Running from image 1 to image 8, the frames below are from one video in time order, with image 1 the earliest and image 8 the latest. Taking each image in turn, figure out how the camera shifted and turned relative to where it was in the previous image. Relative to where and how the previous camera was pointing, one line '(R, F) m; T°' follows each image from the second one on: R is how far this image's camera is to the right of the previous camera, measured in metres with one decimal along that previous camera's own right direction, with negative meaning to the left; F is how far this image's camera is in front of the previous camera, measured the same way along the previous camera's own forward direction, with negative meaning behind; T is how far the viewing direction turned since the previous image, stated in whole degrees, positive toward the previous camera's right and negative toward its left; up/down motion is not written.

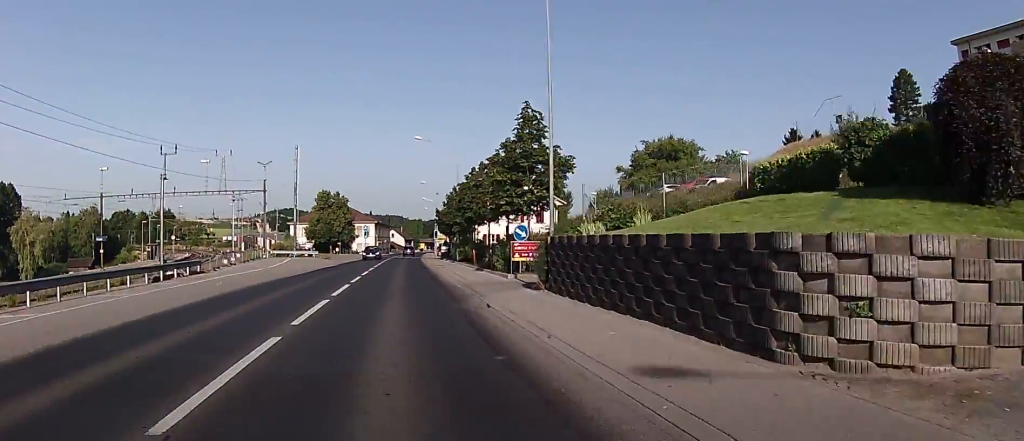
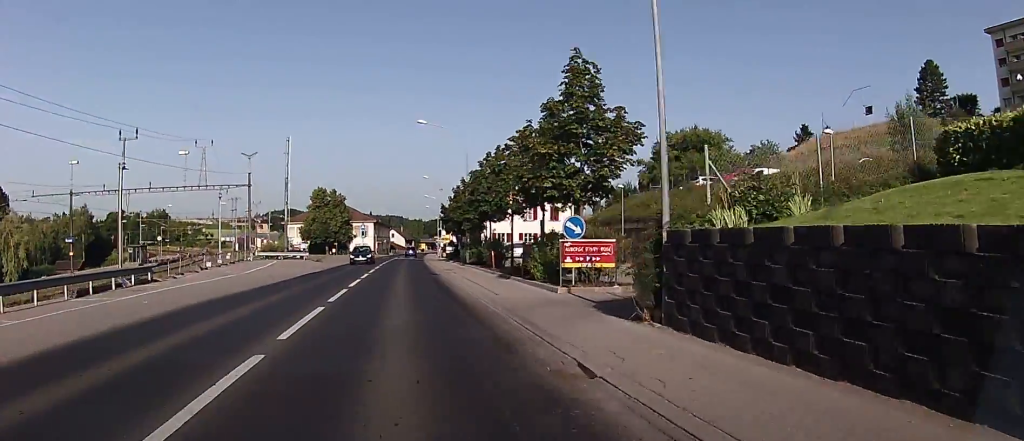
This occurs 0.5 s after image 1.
(-0.2, +7.5) m; -1°
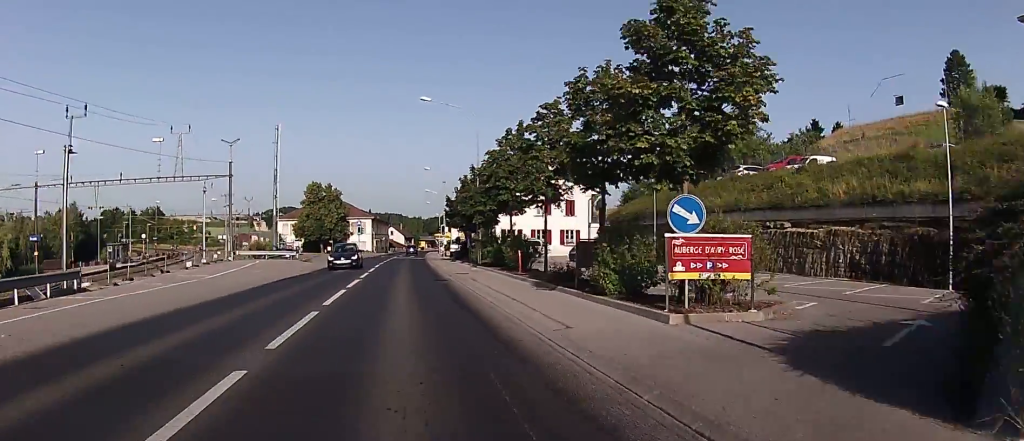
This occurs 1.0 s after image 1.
(-0.2, +7.1) m; -1°
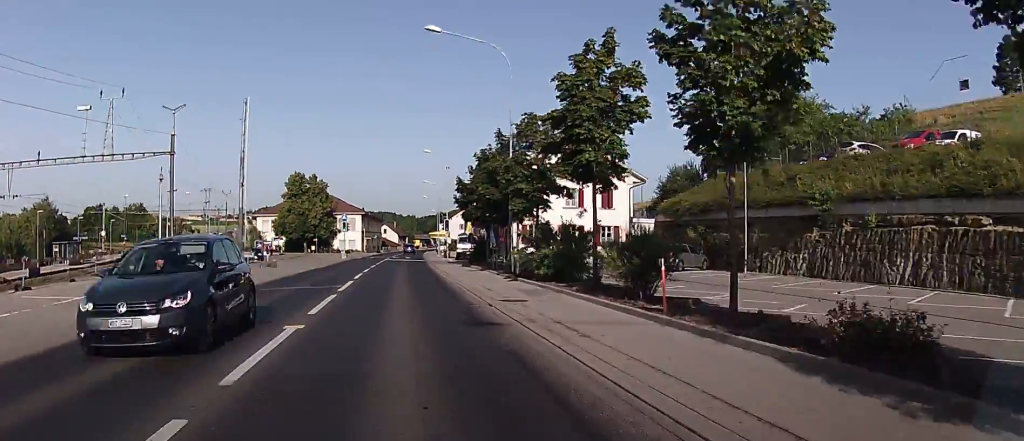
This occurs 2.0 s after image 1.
(0.0, +13.9) m; +2°
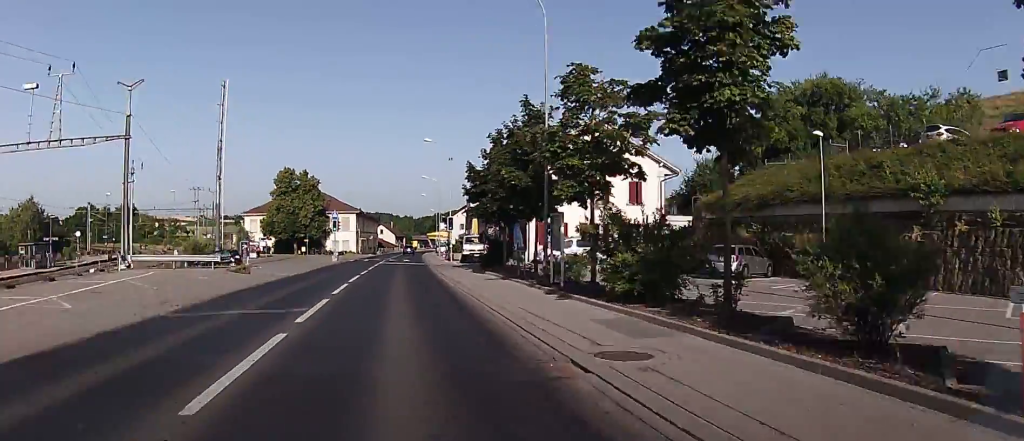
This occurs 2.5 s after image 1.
(+0.1, +7.2) m; 0°
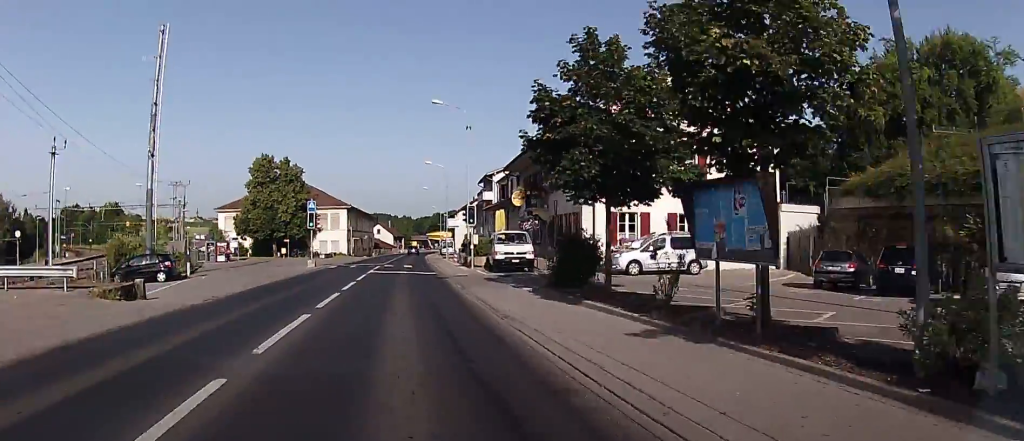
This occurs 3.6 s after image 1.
(+0.2, +15.4) m; 0°
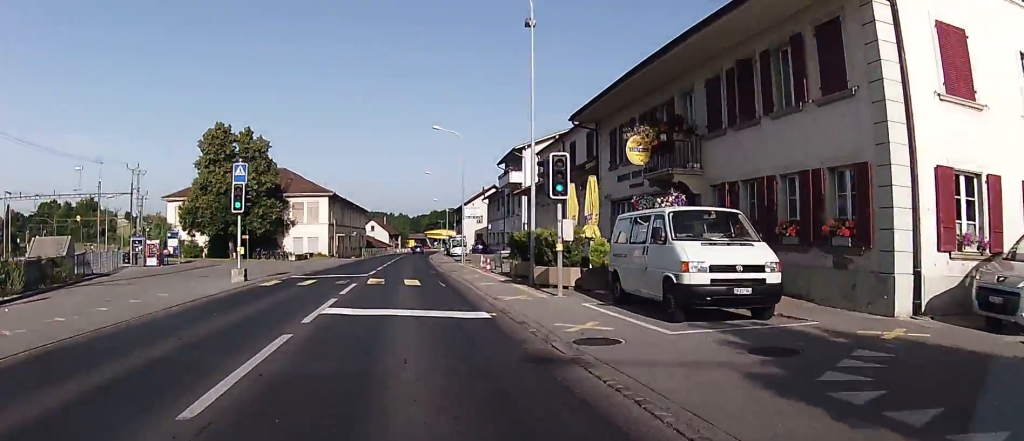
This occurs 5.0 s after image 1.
(+0.1, +20.2) m; 0°
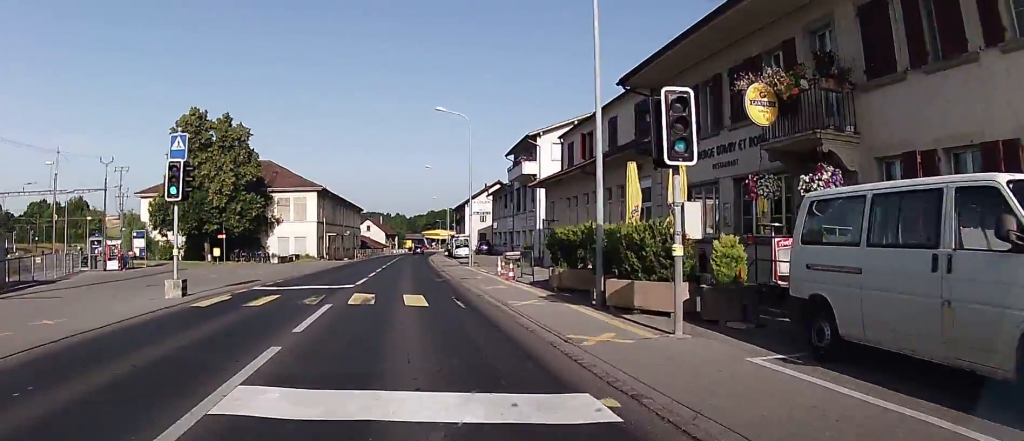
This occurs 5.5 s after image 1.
(-0.1, +7.2) m; 0°
